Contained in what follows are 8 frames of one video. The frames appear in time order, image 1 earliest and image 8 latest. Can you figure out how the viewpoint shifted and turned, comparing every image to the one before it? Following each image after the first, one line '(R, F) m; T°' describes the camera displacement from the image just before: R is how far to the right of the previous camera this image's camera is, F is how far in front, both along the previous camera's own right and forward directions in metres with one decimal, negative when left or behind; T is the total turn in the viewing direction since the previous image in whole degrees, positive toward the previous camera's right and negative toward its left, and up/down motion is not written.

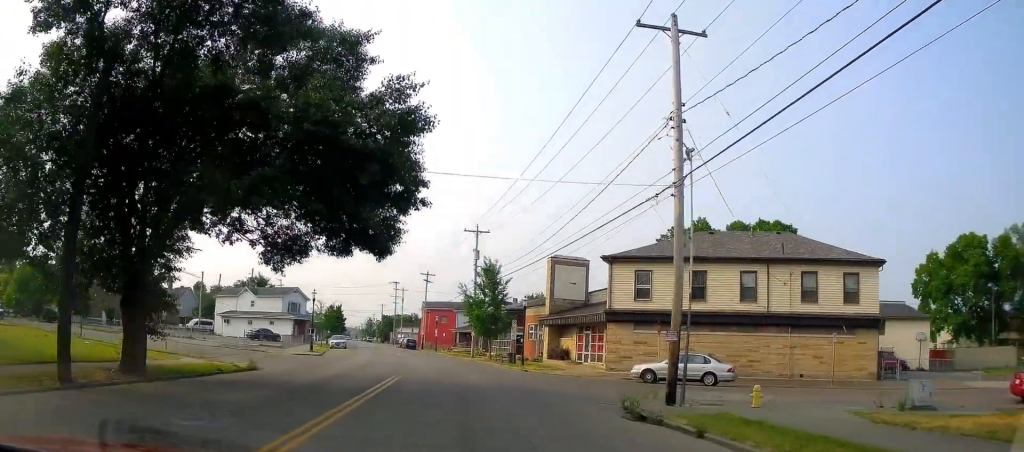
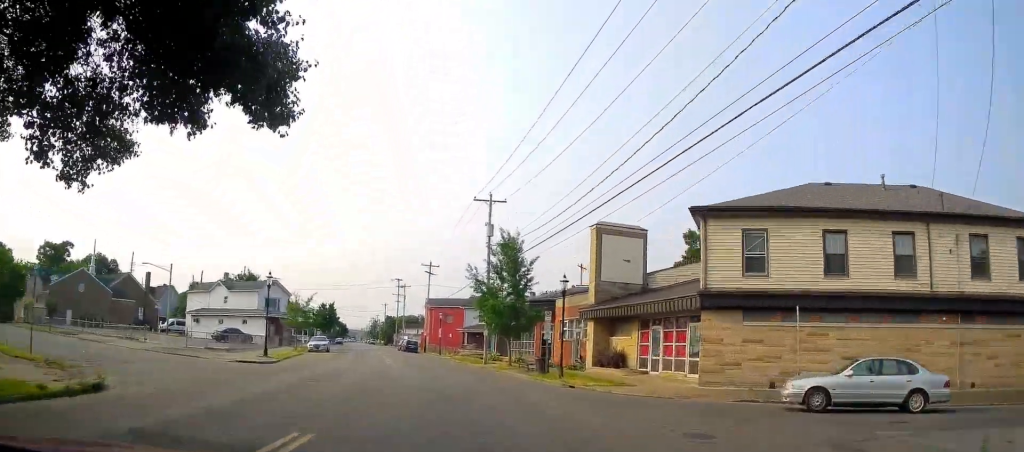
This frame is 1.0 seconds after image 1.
(-0.1, +12.9) m; -3°
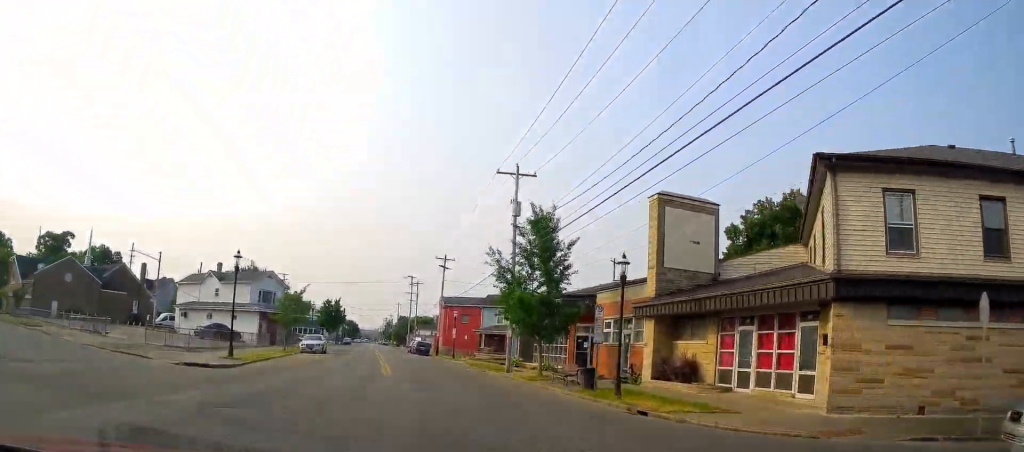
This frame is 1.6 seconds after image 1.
(-0.1, +7.4) m; -2°
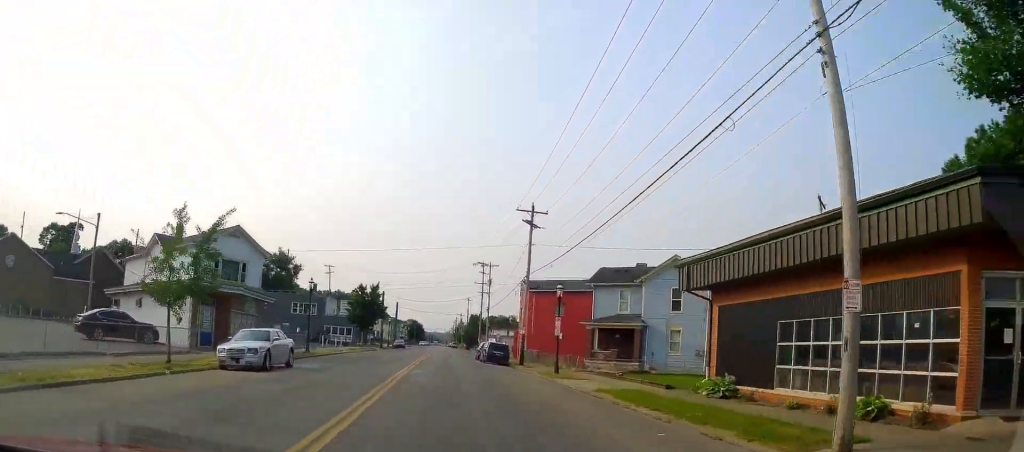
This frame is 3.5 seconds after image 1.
(-1.5, +26.4) m; -6°
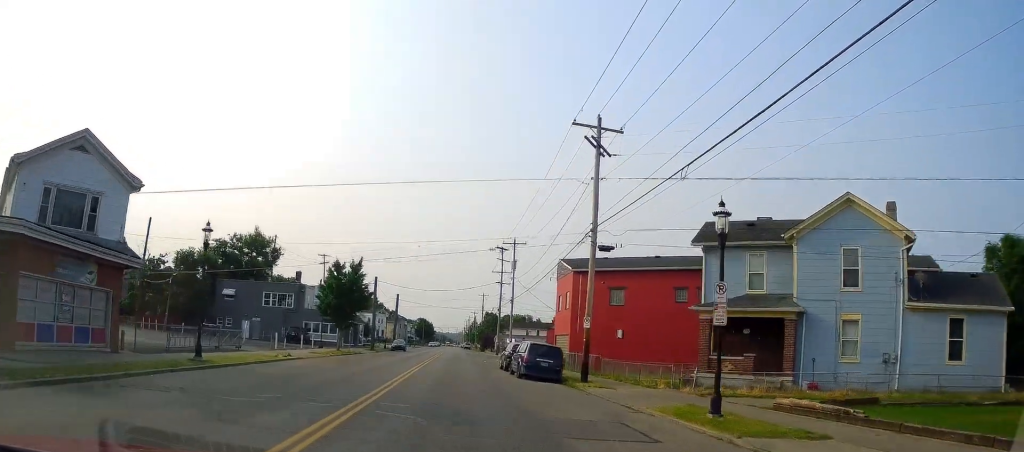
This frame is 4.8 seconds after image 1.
(-0.2, +18.5) m; +1°
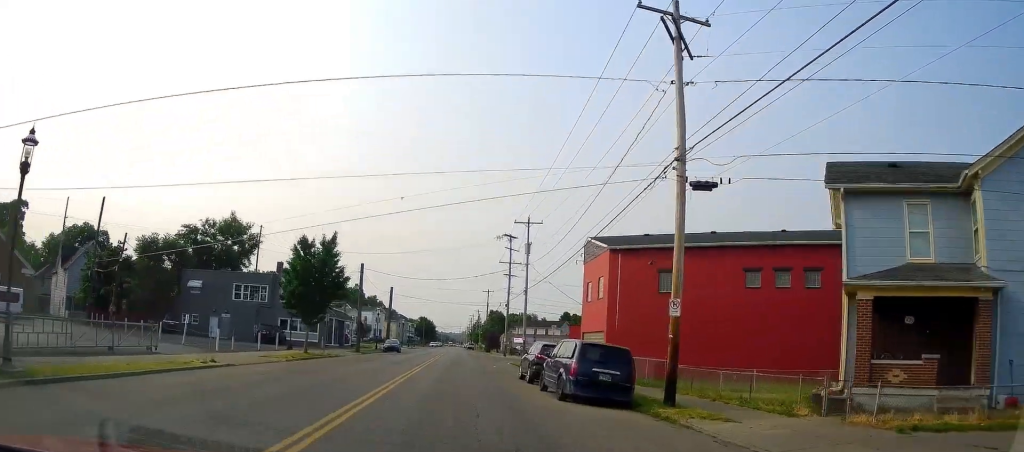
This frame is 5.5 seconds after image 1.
(+0.2, +10.5) m; 0°
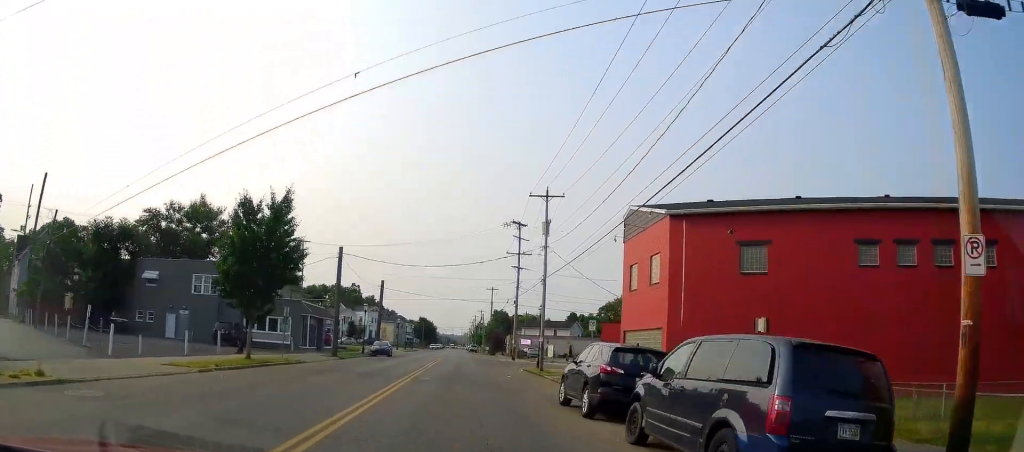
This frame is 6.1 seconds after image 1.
(-0.2, +10.2) m; -1°
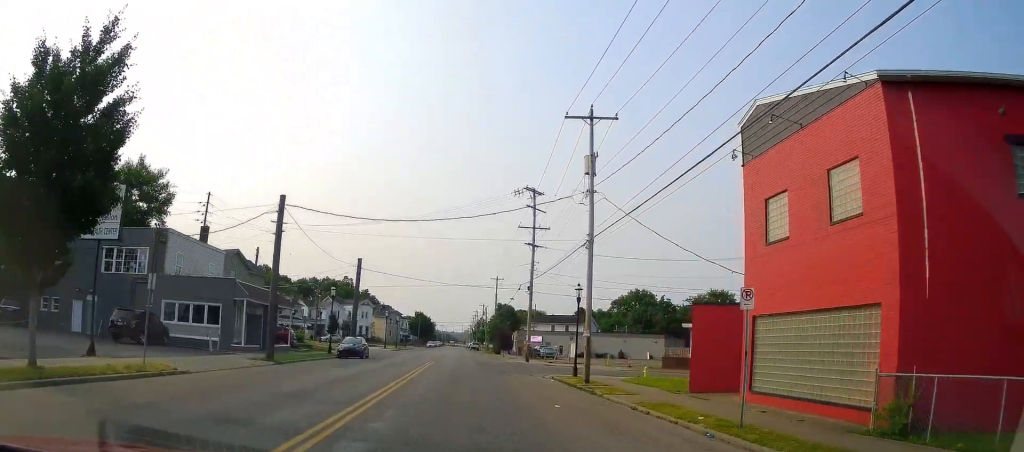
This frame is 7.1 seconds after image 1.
(0.0, +14.3) m; -2°
